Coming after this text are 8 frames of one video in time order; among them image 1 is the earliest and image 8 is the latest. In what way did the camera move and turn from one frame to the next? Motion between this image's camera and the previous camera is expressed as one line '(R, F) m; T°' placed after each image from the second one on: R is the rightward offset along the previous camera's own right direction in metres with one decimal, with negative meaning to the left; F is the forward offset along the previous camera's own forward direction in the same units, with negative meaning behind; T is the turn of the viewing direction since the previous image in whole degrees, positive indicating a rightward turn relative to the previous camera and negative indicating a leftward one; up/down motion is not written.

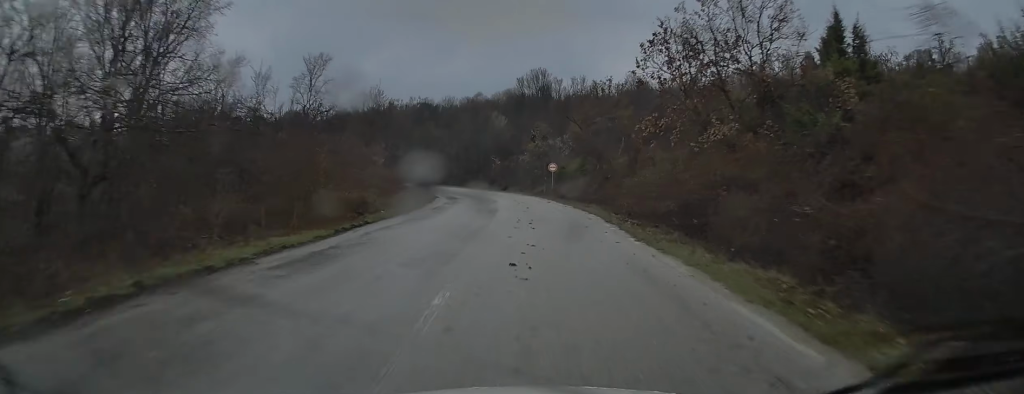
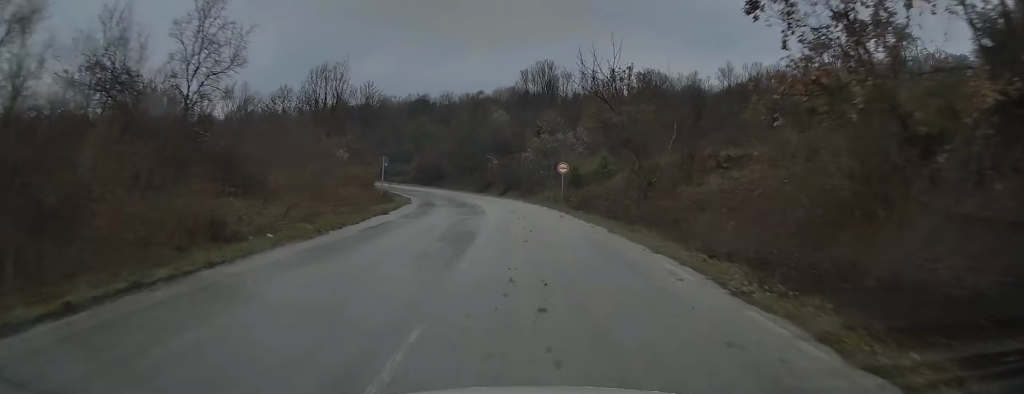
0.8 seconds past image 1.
(0.0, +12.2) m; 0°
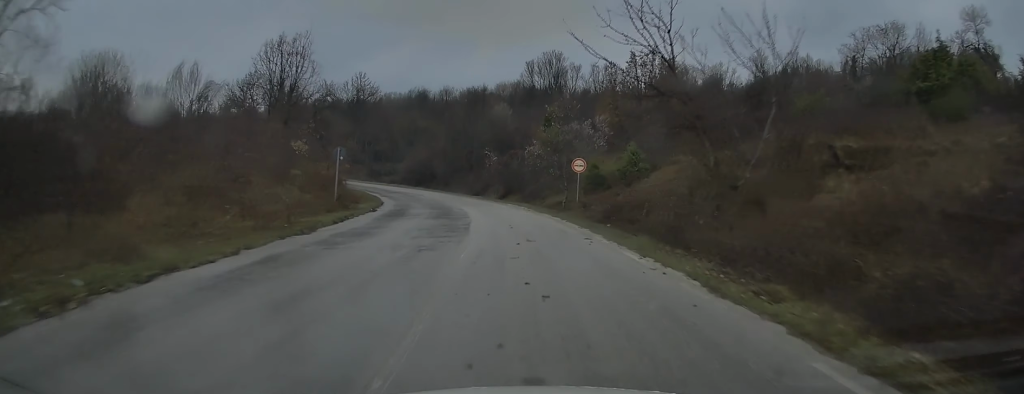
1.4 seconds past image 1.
(0.0, +9.5) m; 0°
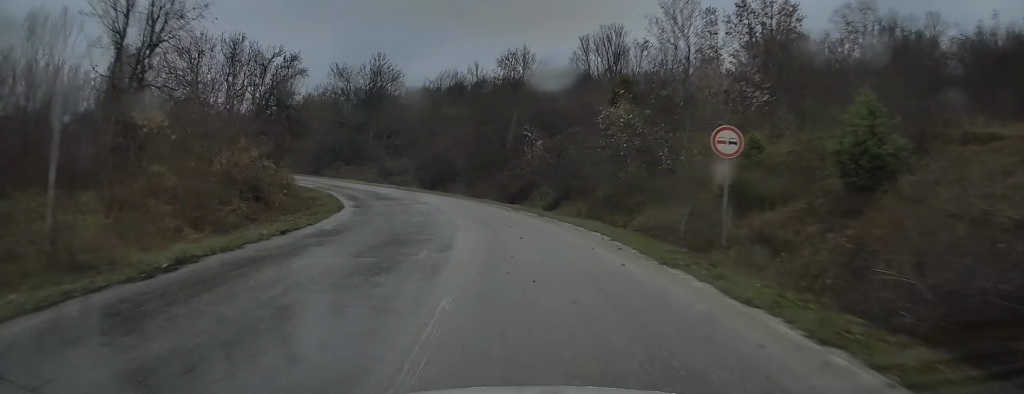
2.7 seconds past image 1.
(-0.3, +18.3) m; -4°
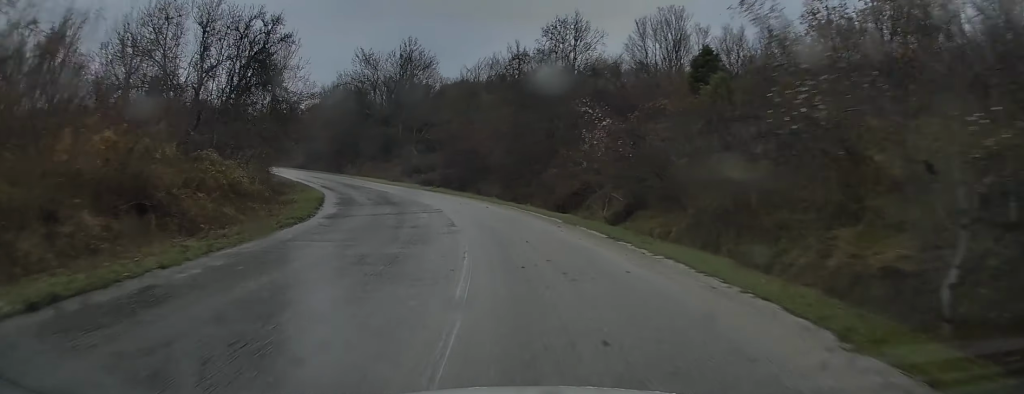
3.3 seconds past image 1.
(-0.2, +9.4) m; -3°
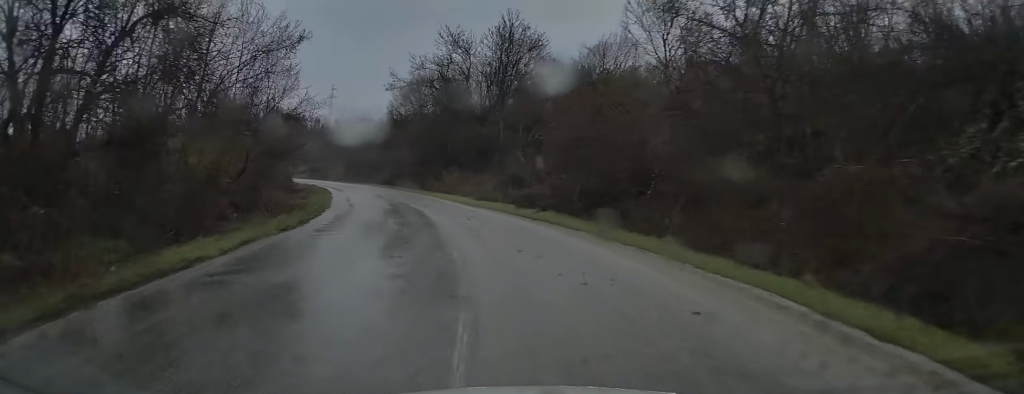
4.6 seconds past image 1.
(-1.5, +19.1) m; -10°
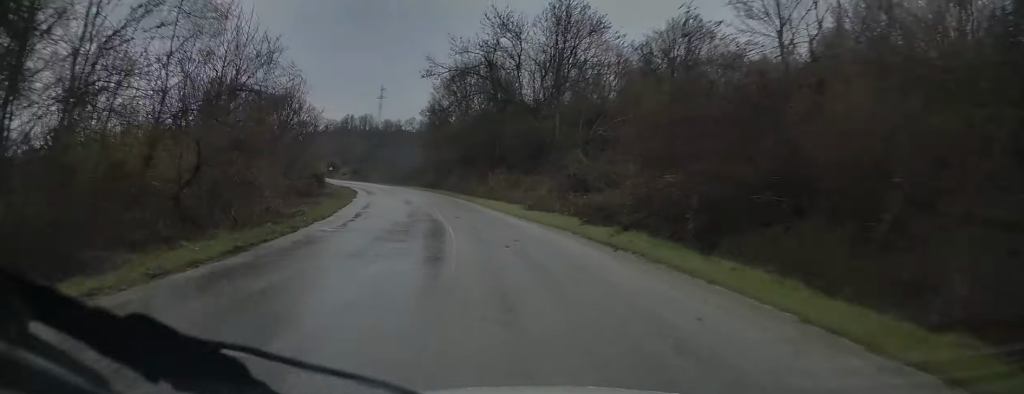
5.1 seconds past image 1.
(-0.1, +7.8) m; -5°
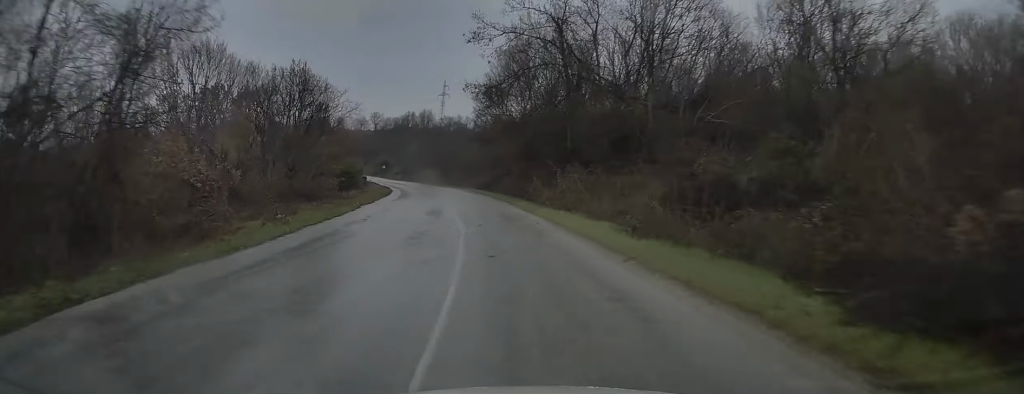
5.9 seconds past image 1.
(-0.8, +11.3) m; -7°
